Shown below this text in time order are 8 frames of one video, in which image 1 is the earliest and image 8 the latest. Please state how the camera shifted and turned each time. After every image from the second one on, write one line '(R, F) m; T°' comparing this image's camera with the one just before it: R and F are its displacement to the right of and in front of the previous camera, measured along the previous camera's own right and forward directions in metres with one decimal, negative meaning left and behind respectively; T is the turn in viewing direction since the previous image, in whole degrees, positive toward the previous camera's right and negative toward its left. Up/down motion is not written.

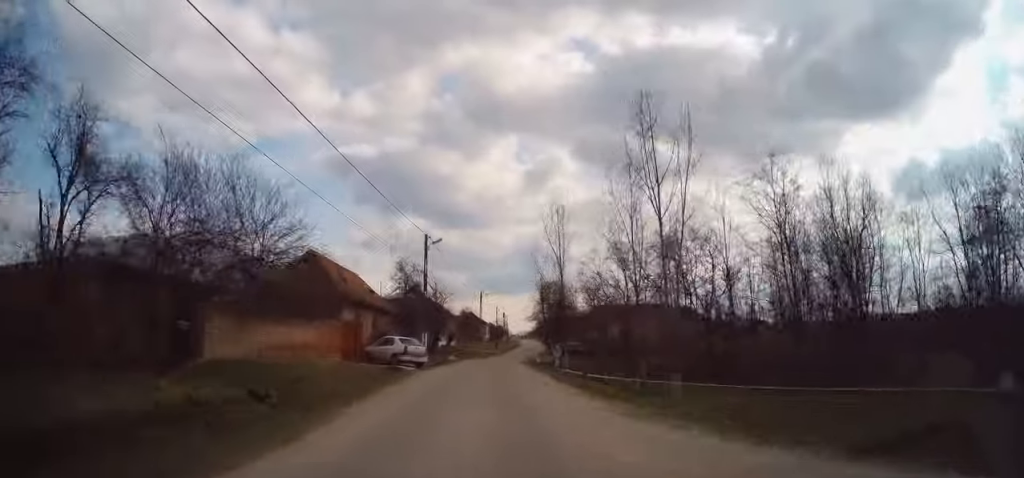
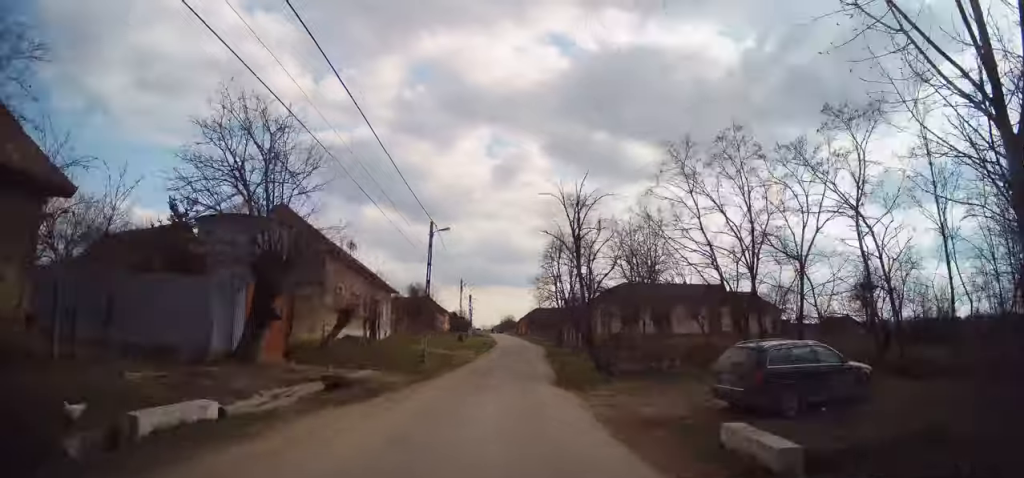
(+0.3, +37.5) m; +4°
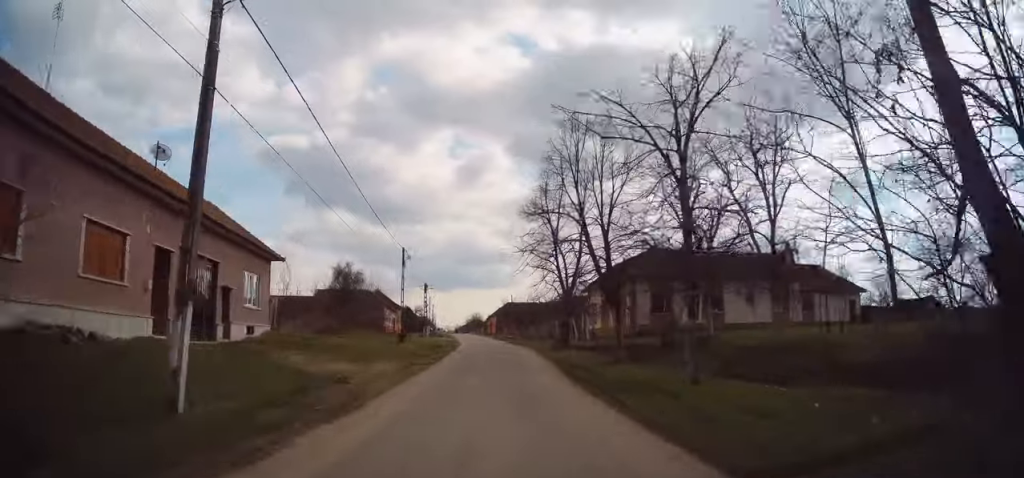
(+1.2, +23.5) m; +4°
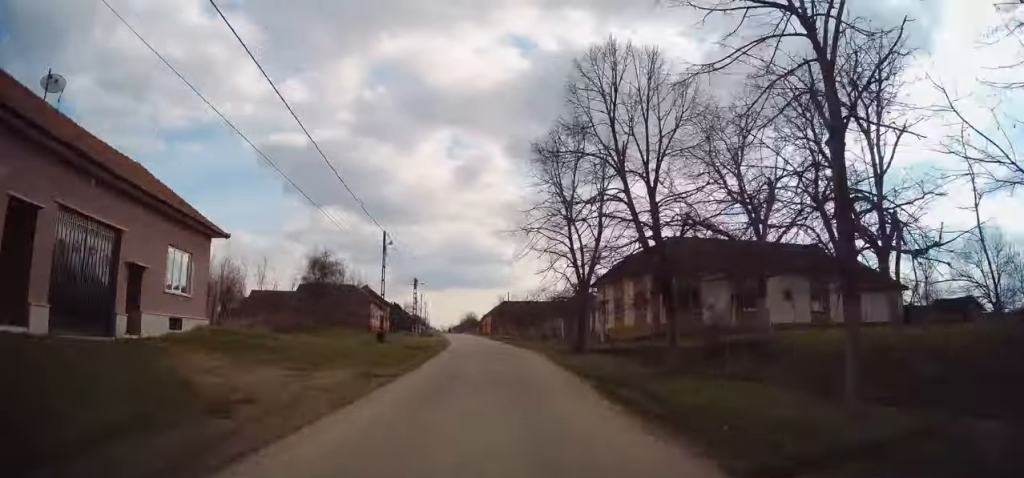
(+0.2, +6.7) m; 0°
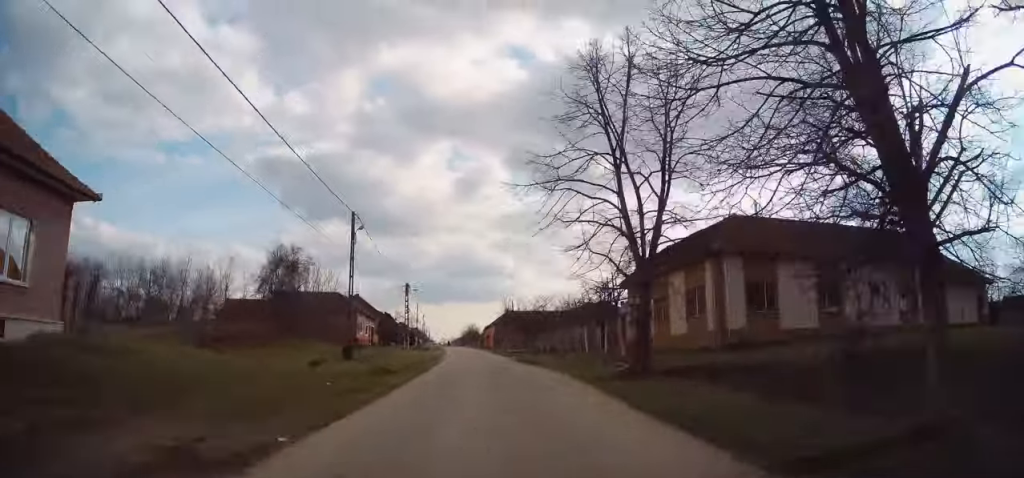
(0.0, +9.6) m; -1°
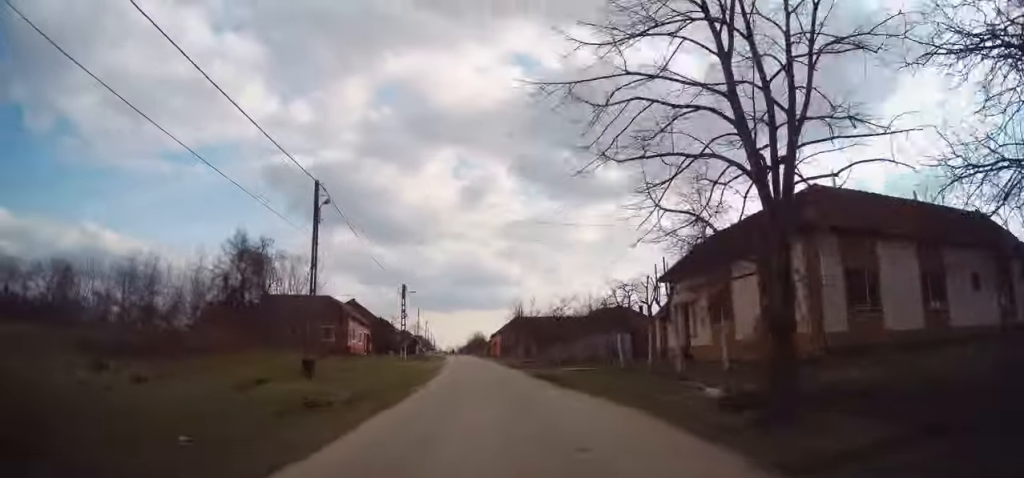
(-0.3, +7.5) m; -1°
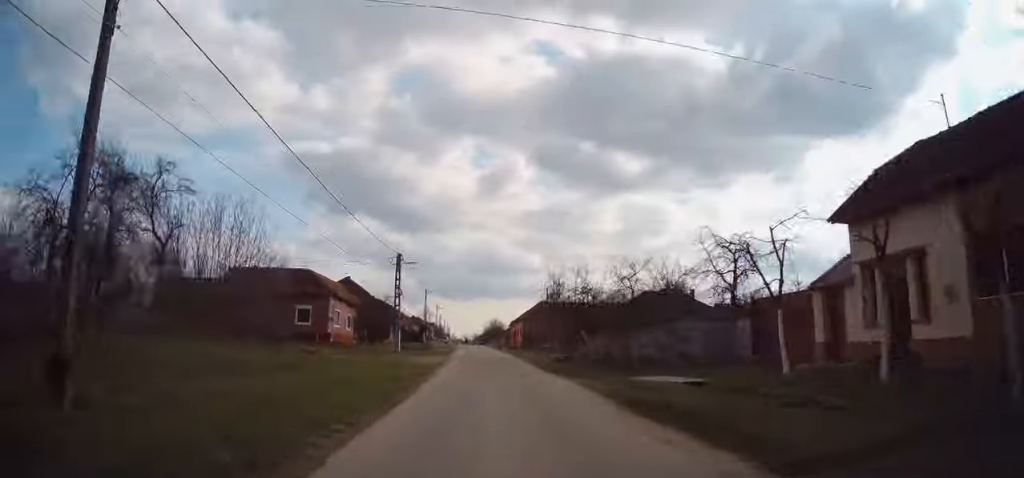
(-0.2, +14.4) m; -1°
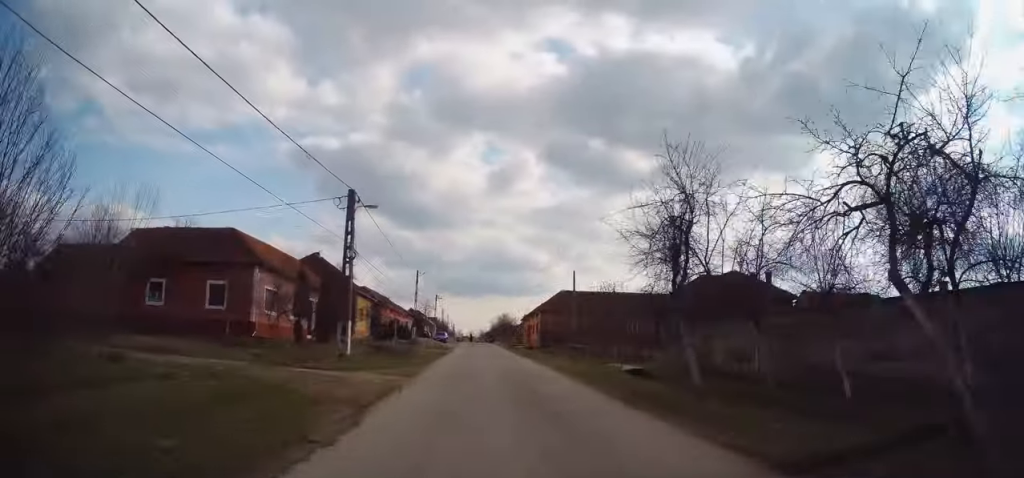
(0.0, +17.6) m; 0°
